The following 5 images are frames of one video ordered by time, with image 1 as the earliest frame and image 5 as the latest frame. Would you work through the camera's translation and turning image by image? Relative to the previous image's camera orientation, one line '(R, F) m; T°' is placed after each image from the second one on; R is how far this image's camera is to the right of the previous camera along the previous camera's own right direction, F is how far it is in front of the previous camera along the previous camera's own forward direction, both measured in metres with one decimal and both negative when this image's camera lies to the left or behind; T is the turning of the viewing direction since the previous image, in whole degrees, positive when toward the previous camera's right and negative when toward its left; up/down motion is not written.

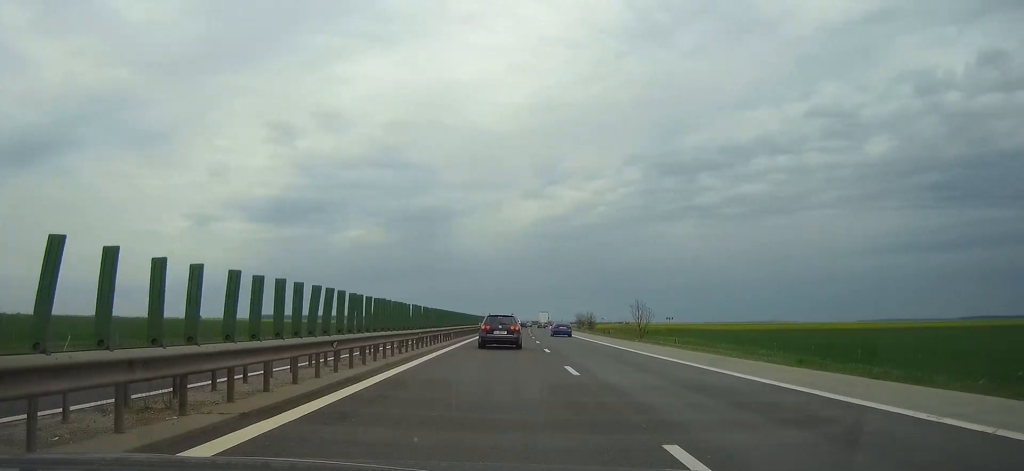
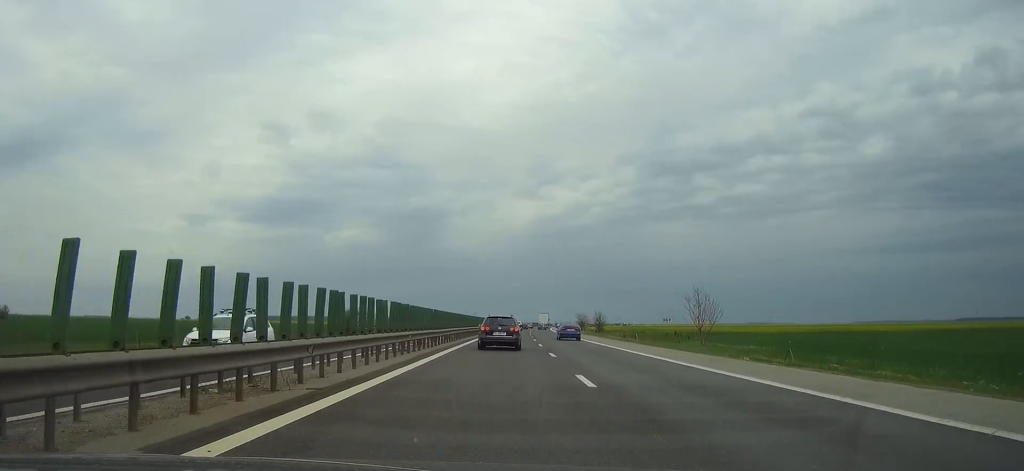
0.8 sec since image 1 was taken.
(0.0, +23.2) m; 0°
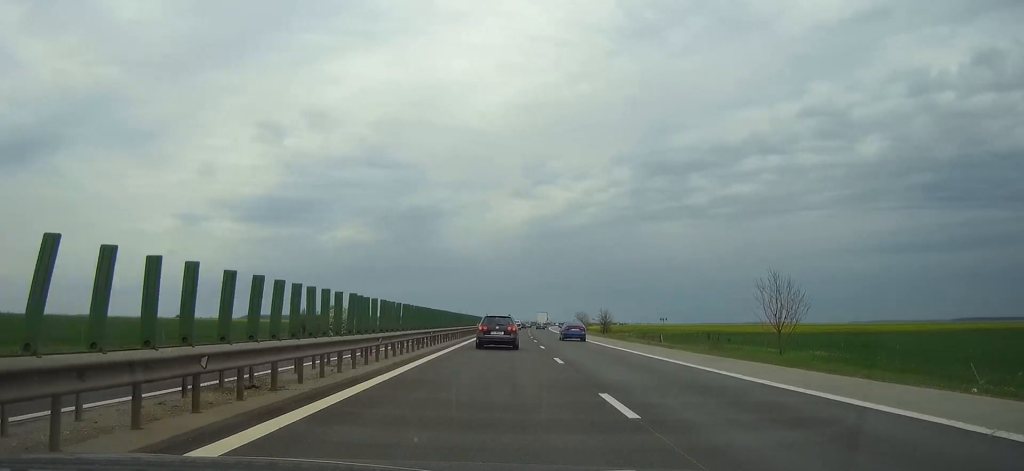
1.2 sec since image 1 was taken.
(0.0, +14.1) m; 0°
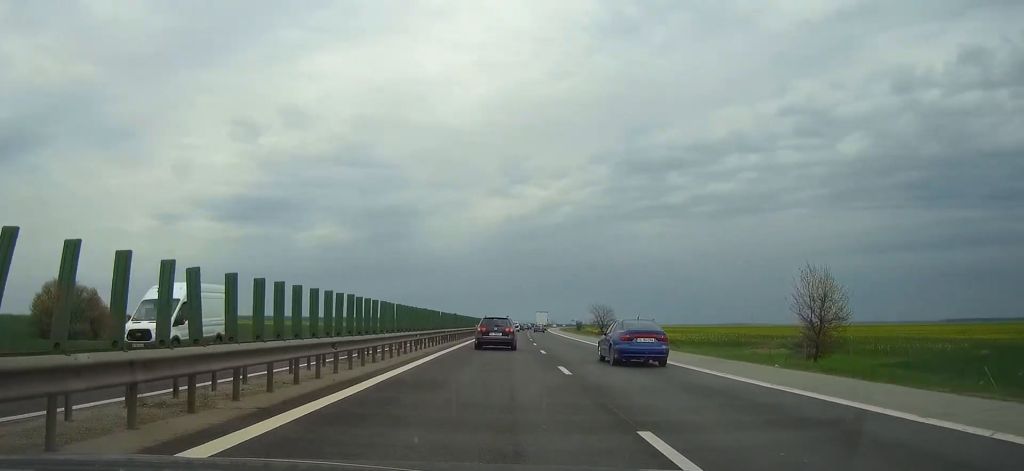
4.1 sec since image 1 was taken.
(-0.1, +86.8) m; 0°
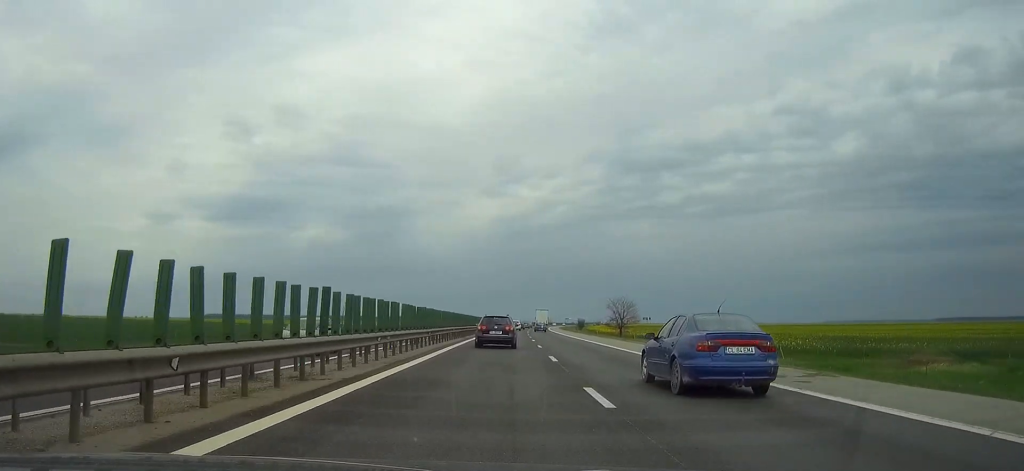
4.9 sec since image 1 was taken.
(0.0, +27.7) m; 0°
